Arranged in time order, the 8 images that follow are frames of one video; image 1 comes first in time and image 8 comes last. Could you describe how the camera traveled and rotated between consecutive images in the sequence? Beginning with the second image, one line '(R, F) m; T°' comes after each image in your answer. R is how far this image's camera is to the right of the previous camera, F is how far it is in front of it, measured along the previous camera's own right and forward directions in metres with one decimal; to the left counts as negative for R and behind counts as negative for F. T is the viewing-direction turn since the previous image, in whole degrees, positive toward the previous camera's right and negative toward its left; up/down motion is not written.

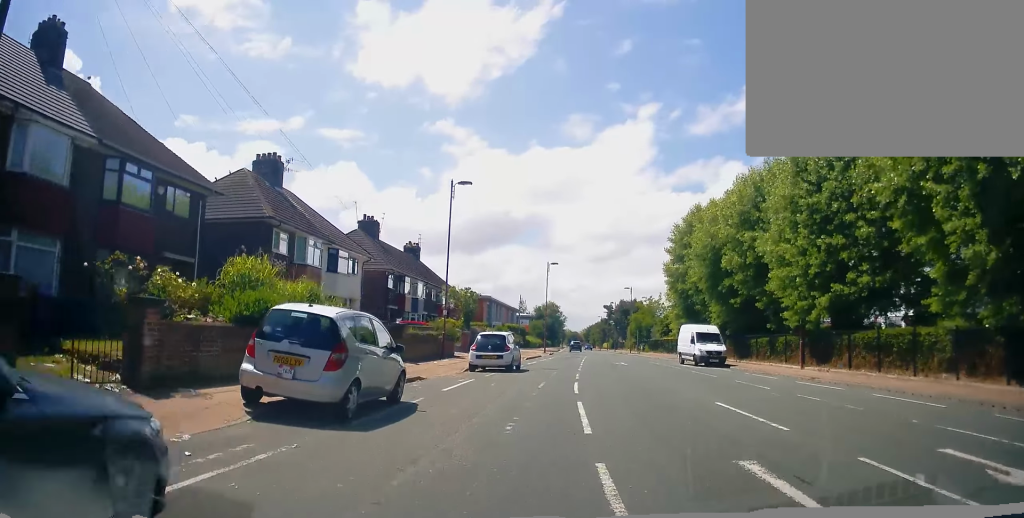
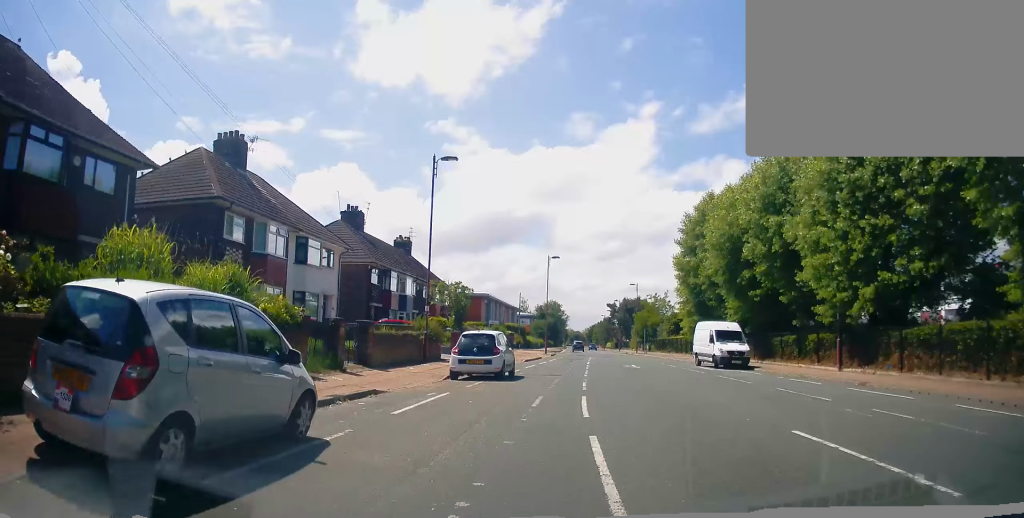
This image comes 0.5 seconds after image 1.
(0.0, +4.3) m; 0°
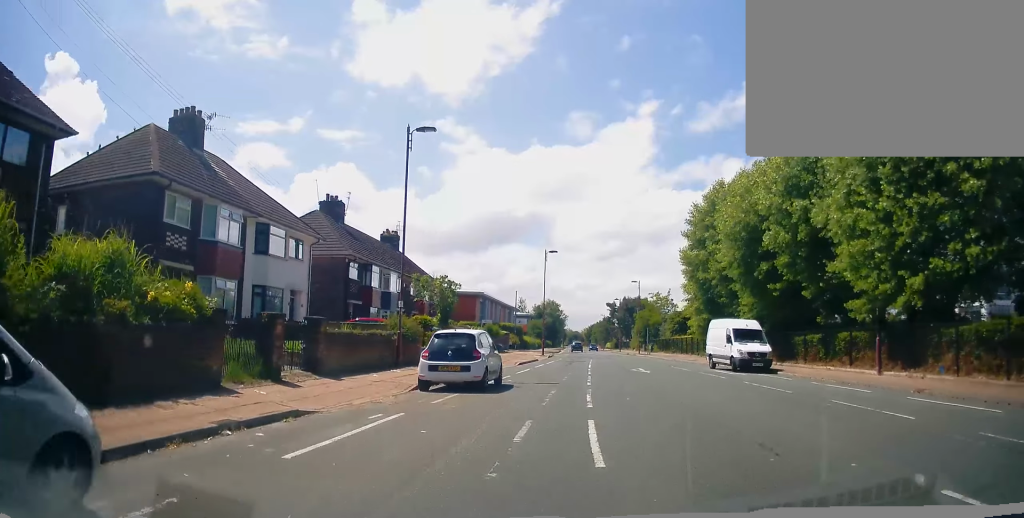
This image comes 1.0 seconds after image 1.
(0.0, +3.8) m; 0°
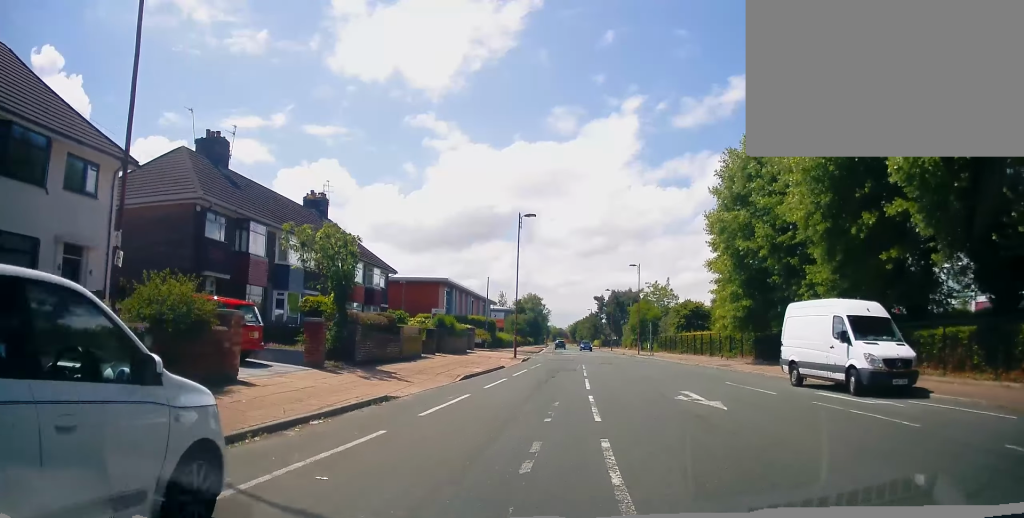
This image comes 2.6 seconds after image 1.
(+0.2, +14.0) m; +2°
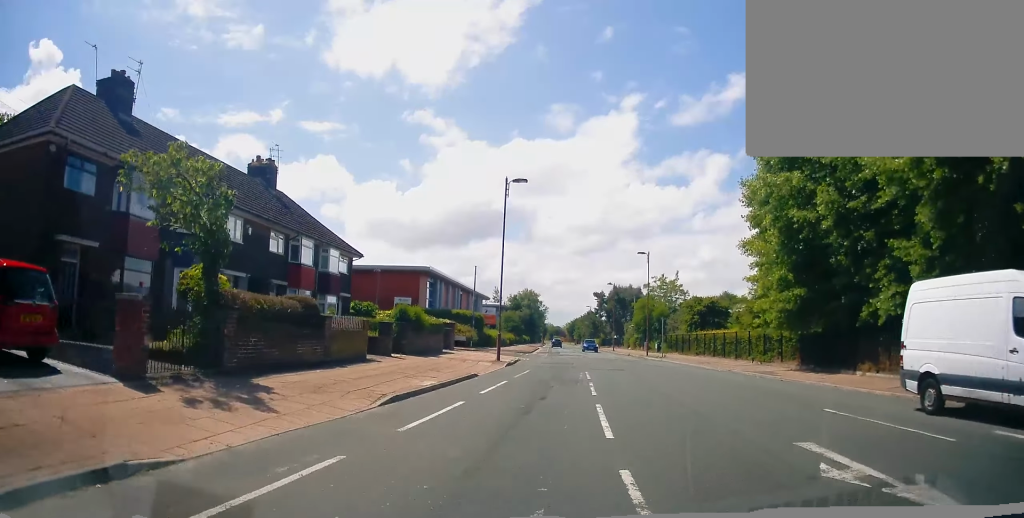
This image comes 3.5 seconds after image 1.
(+0.1, +7.8) m; +1°
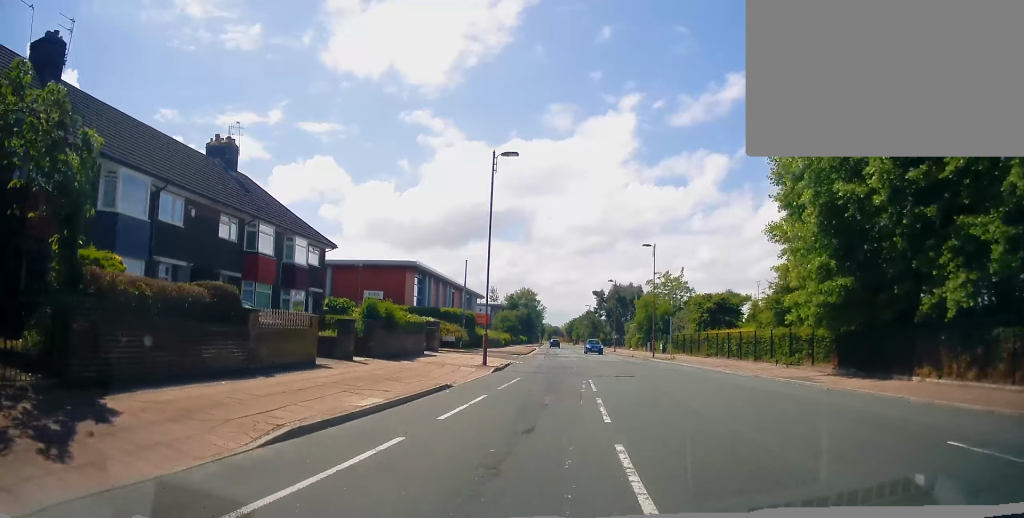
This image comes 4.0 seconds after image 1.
(0.0, +4.4) m; 0°
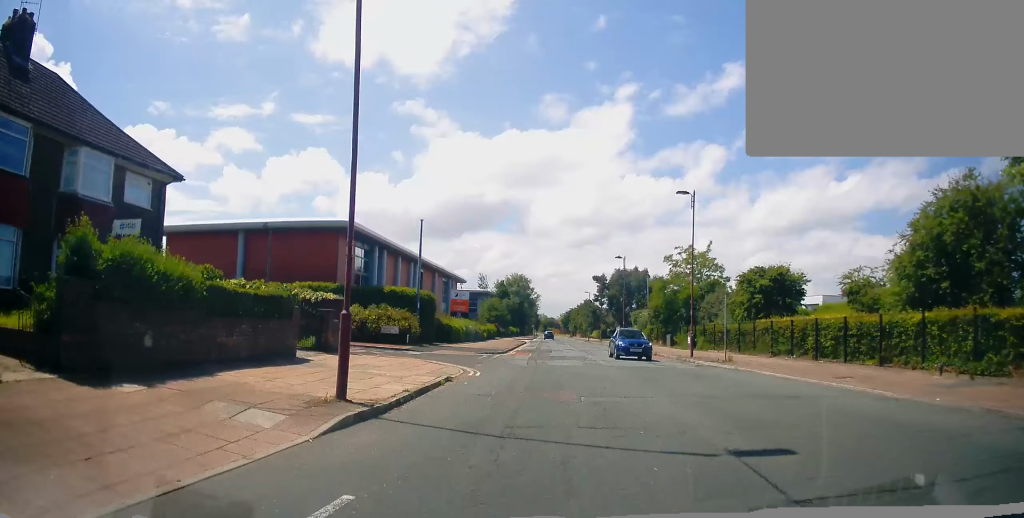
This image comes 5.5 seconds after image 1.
(-0.1, +15.3) m; -2°
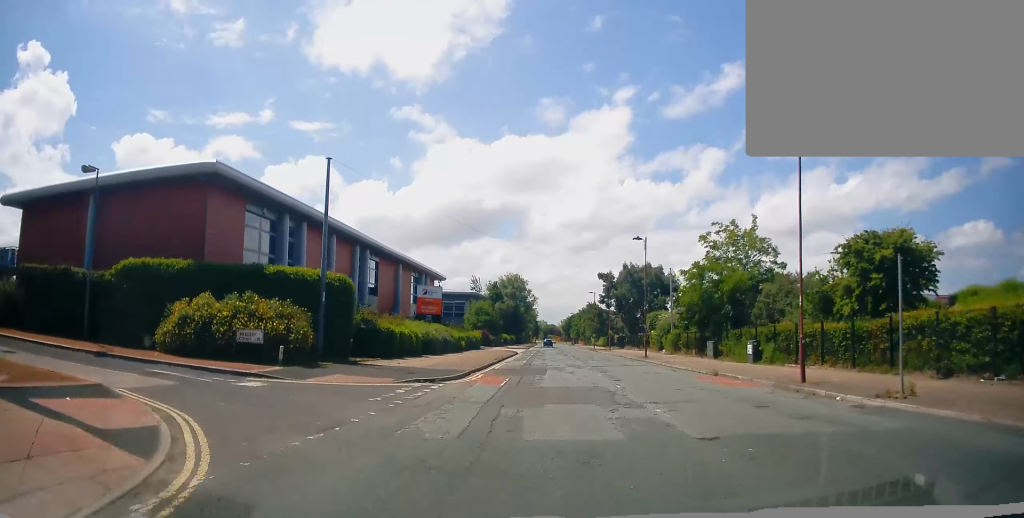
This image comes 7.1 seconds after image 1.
(-0.2, +15.0) m; -1°
